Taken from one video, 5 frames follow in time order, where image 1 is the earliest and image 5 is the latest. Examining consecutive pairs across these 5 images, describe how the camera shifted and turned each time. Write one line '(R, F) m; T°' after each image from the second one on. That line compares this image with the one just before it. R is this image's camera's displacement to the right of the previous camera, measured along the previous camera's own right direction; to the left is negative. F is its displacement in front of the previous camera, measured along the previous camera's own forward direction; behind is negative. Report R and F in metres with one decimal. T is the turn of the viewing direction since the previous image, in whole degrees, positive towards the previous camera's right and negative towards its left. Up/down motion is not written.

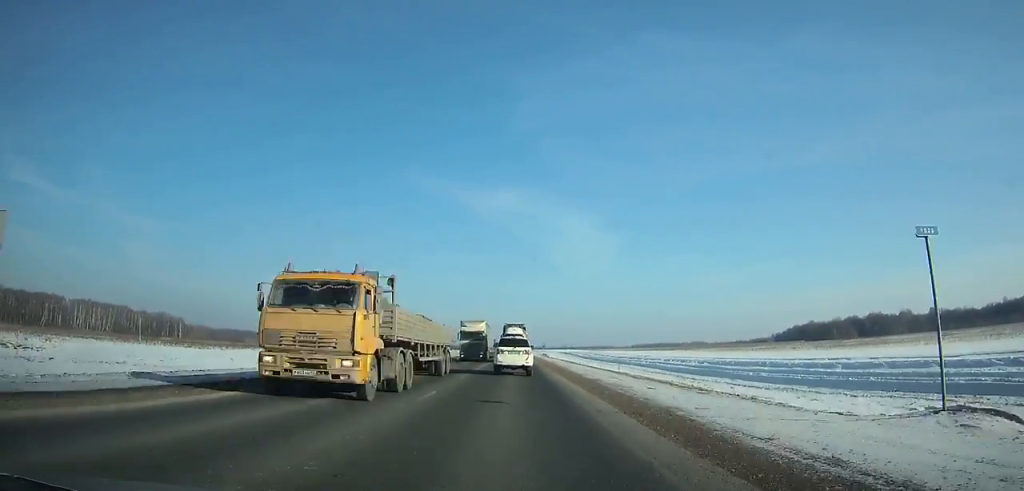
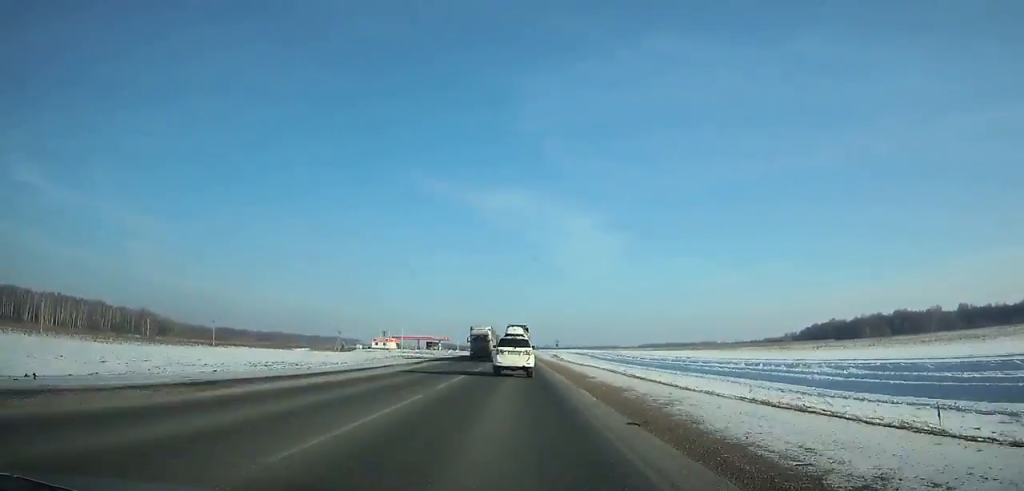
(0.0, +44.2) m; 0°
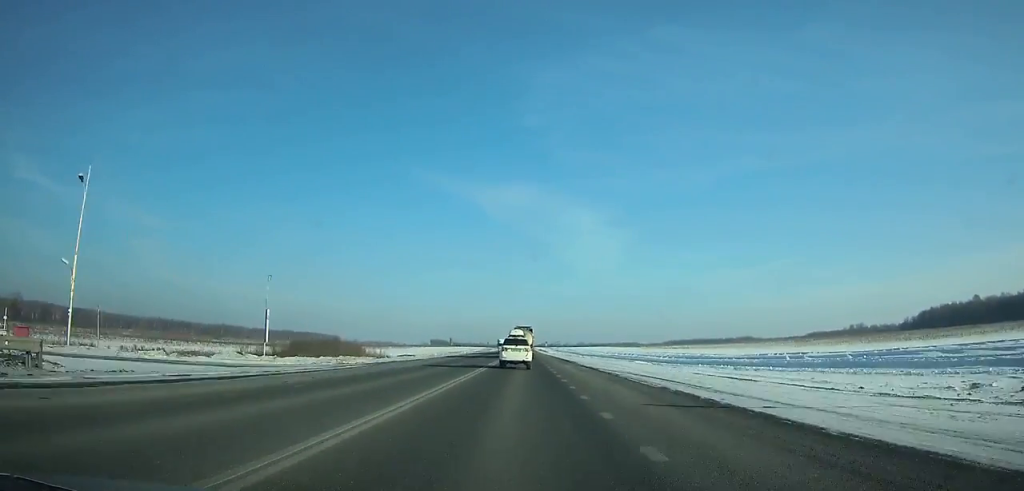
(-0.2, +244.6) m; 0°
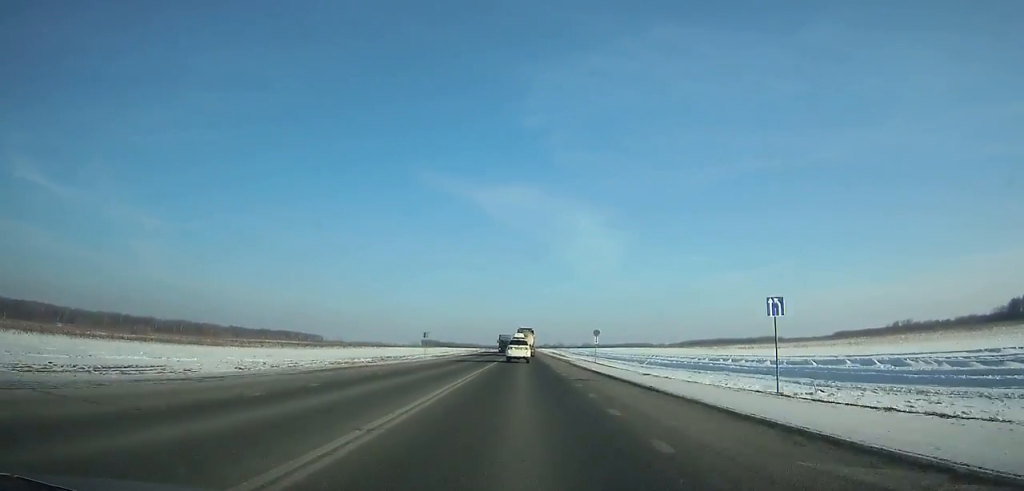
(-0.1, +128.6) m; 0°
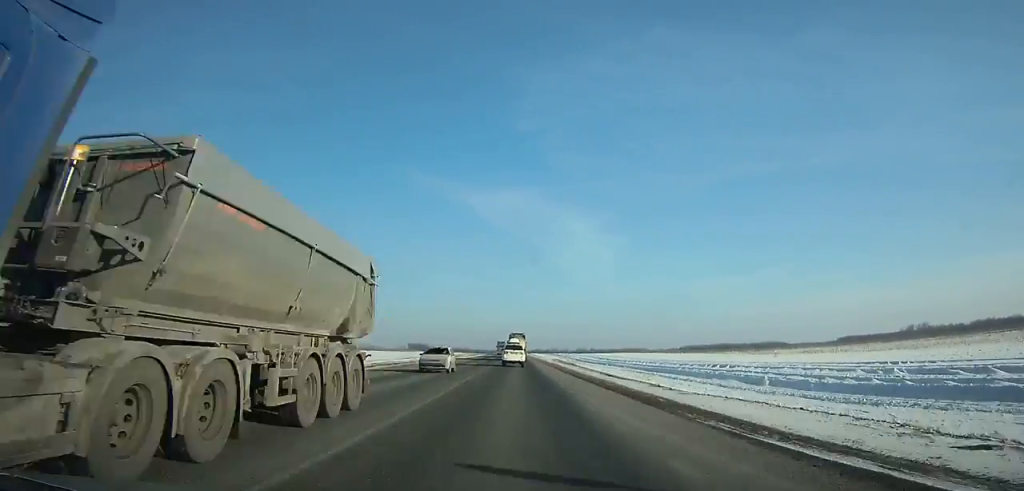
(+0.1, +57.4) m; 0°
